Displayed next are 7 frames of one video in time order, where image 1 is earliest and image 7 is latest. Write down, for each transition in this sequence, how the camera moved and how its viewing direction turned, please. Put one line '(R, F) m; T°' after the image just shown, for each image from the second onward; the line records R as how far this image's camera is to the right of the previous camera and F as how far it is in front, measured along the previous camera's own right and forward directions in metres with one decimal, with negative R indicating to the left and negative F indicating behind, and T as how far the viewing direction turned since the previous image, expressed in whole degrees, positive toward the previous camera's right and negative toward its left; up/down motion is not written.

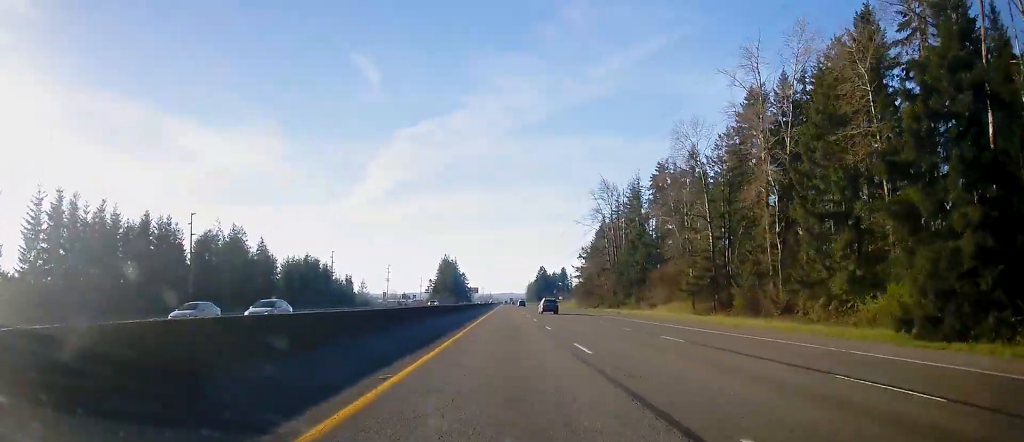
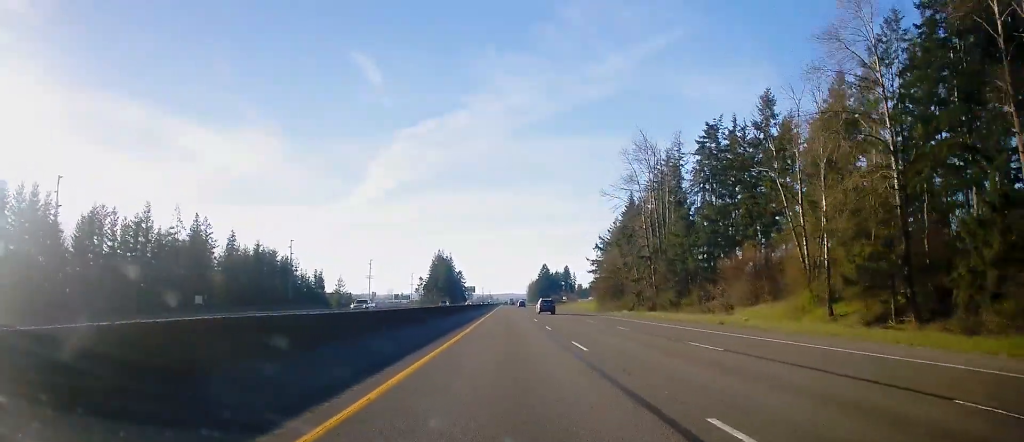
(0.0, +35.6) m; 0°
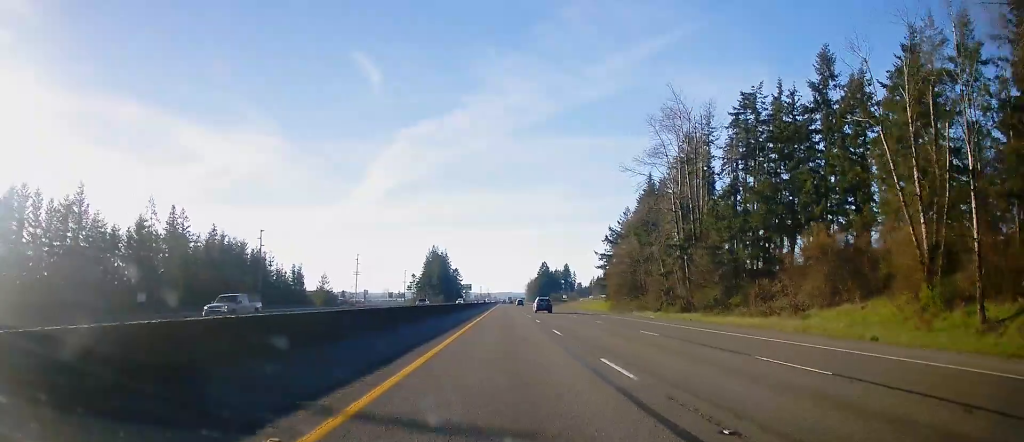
(-0.1, +17.8) m; 0°
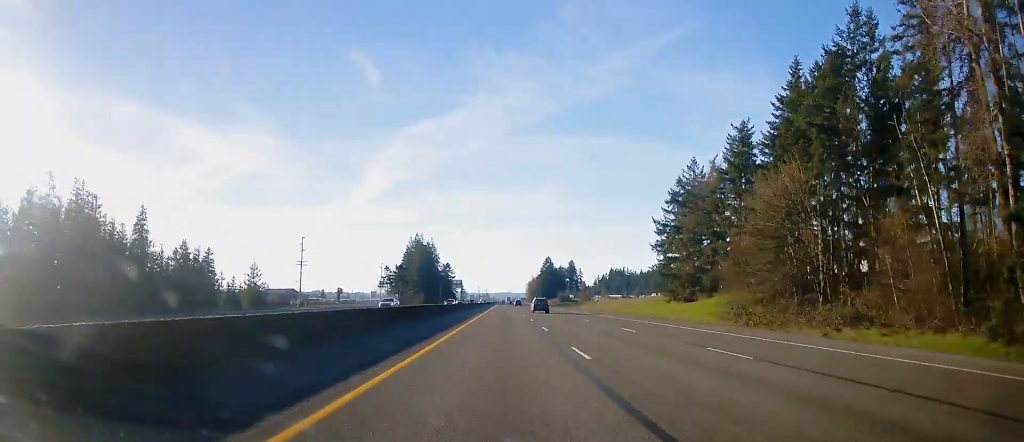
(+0.2, +58.0) m; 0°
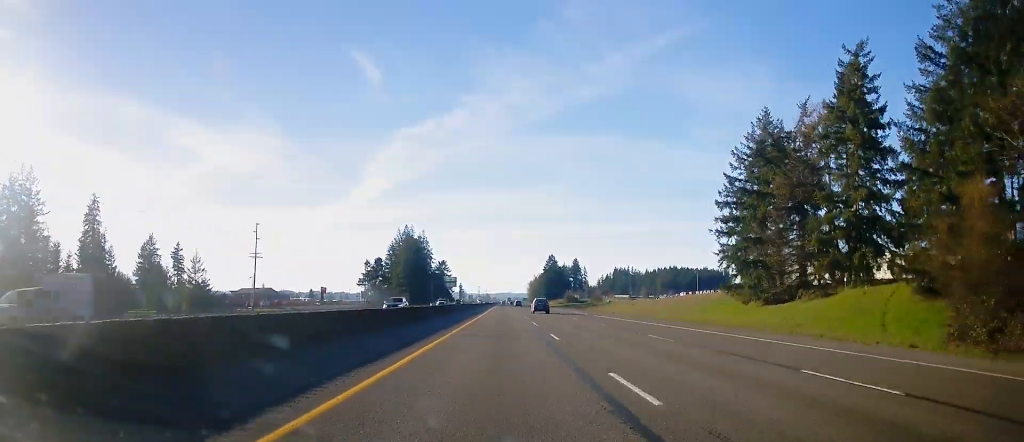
(-0.2, +31.2) m; 0°
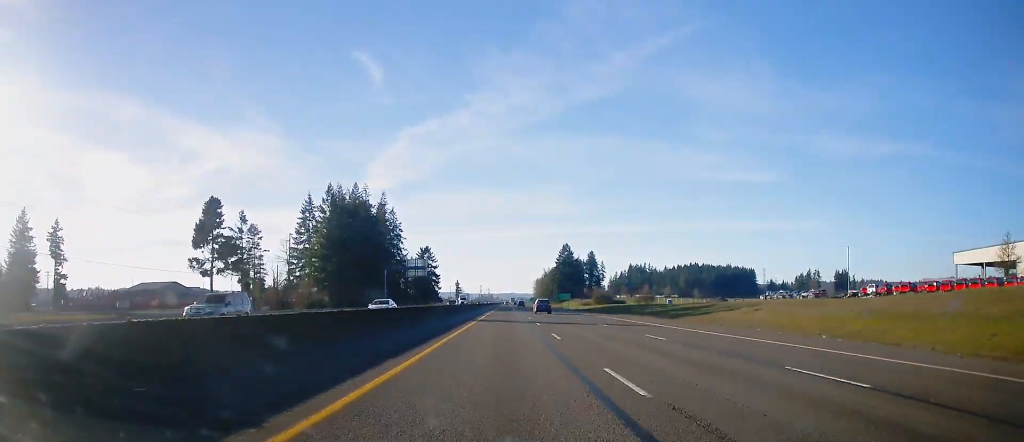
(+0.1, +84.4) m; -1°
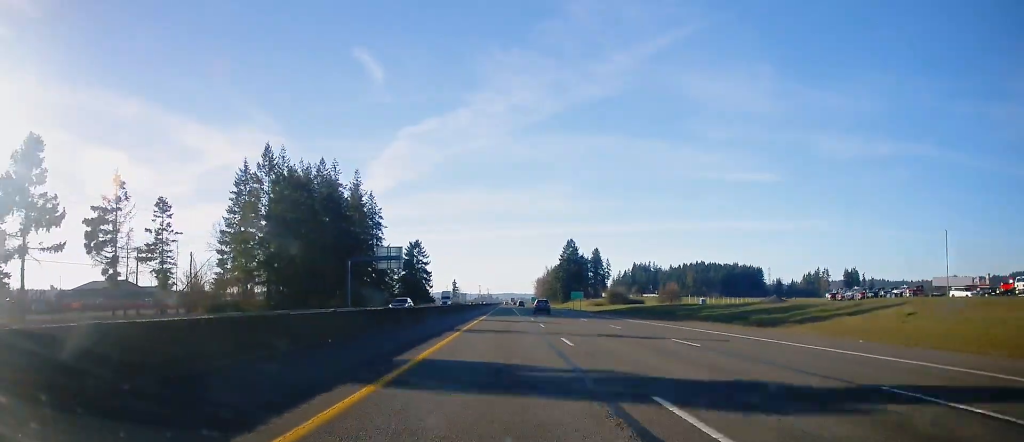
(-0.2, +27.8) m; 0°
